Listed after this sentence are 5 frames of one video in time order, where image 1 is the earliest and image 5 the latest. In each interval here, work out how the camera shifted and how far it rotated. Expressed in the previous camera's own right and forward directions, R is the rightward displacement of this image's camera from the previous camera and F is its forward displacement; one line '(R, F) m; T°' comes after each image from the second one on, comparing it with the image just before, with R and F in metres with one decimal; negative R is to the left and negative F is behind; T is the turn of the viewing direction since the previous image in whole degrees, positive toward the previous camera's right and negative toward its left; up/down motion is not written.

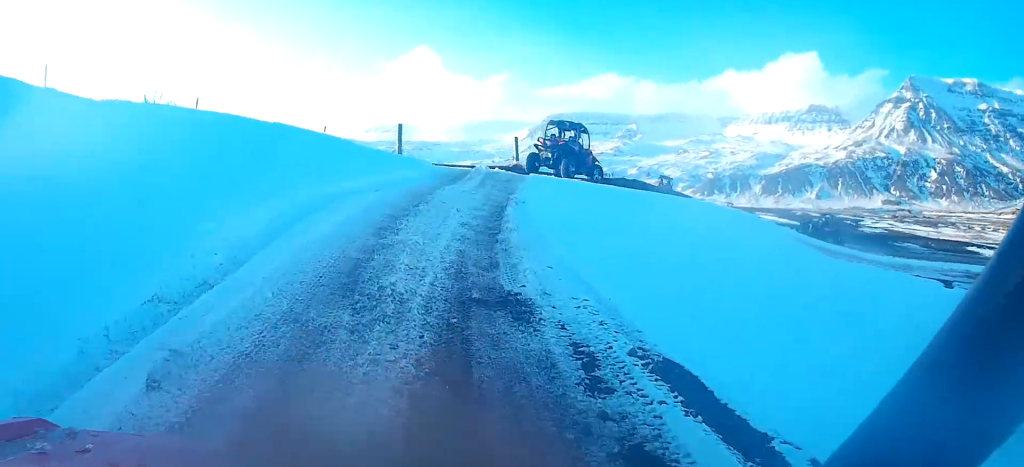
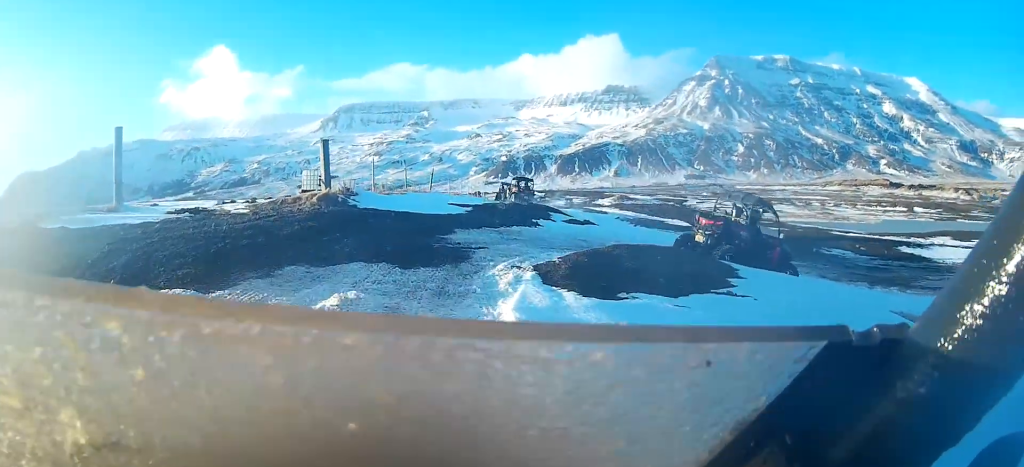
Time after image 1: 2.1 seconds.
(+1.6, +12.0) m; +13°
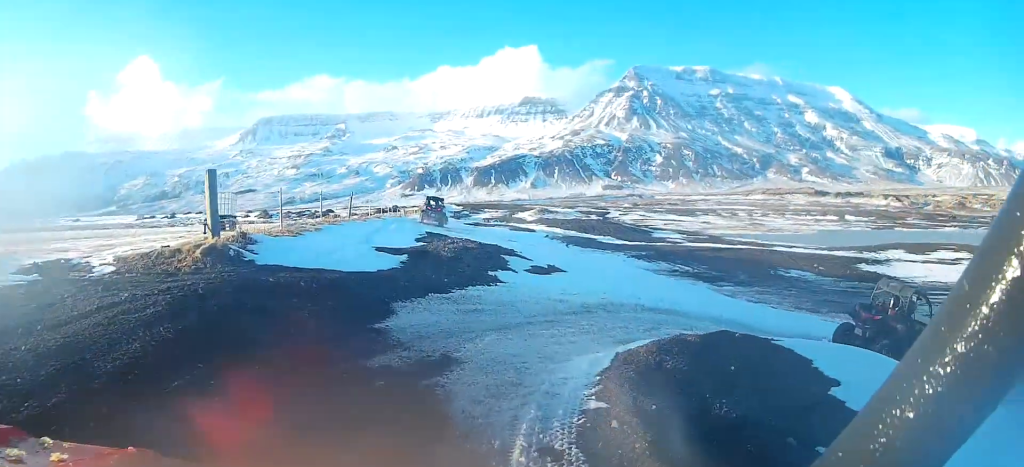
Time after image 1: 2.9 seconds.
(0.0, +3.8) m; +13°
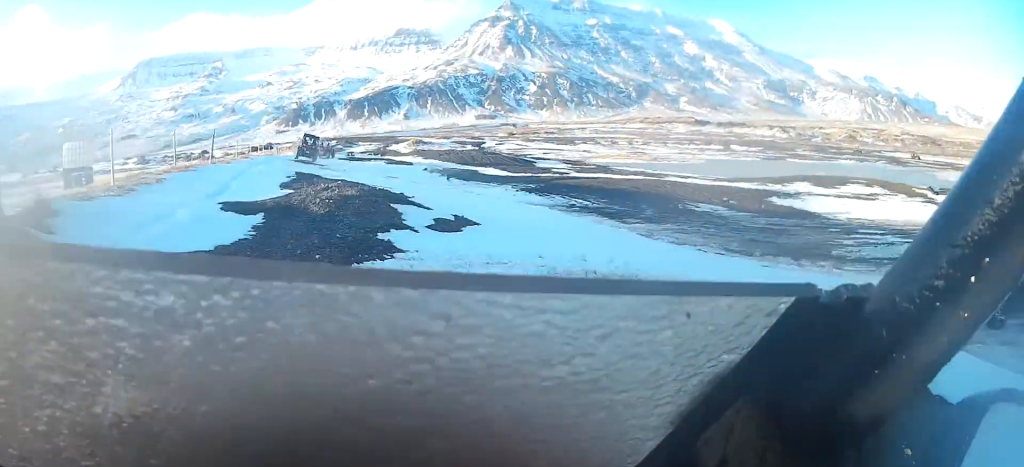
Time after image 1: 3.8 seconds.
(+1.0, +3.5) m; +19°
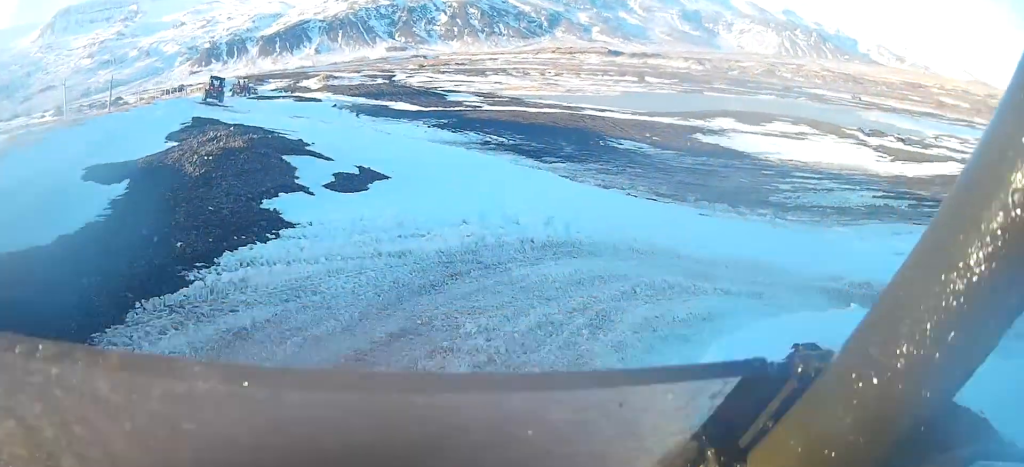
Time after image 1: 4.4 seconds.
(+0.2, +2.0) m; +11°
